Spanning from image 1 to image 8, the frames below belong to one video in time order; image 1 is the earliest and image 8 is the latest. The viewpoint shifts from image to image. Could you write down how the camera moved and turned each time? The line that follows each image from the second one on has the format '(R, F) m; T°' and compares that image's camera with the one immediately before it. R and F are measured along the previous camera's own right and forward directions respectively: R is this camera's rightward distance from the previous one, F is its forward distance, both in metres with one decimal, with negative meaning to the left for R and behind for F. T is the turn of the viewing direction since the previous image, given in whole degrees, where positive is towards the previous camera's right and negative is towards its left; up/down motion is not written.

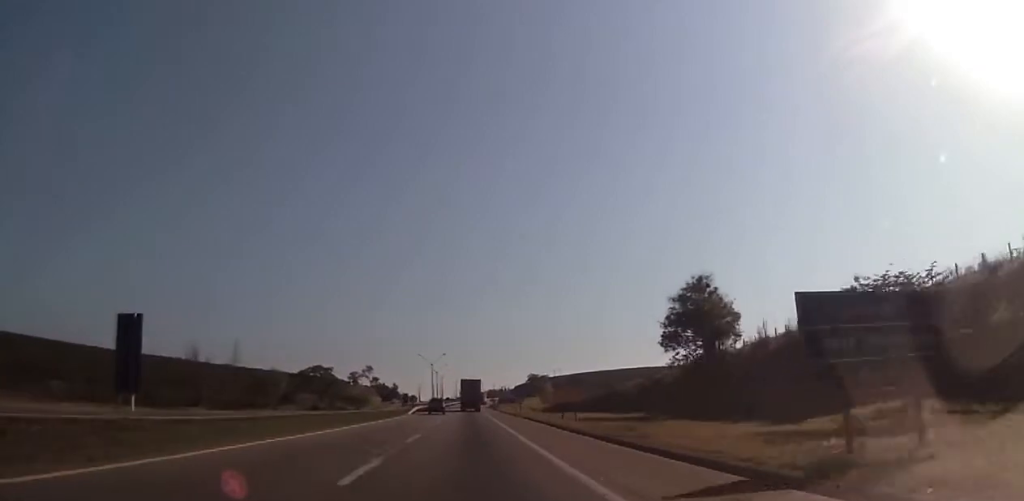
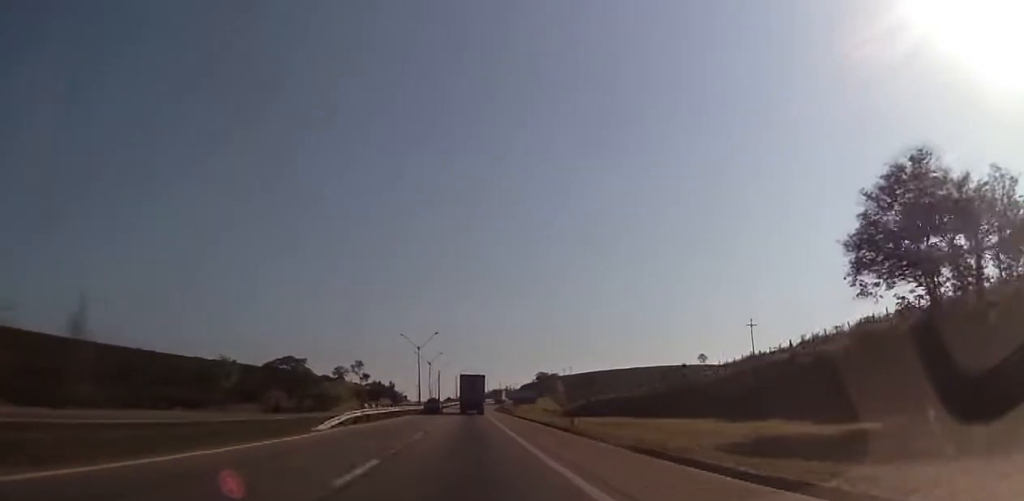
(-0.1, +43.1) m; -1°
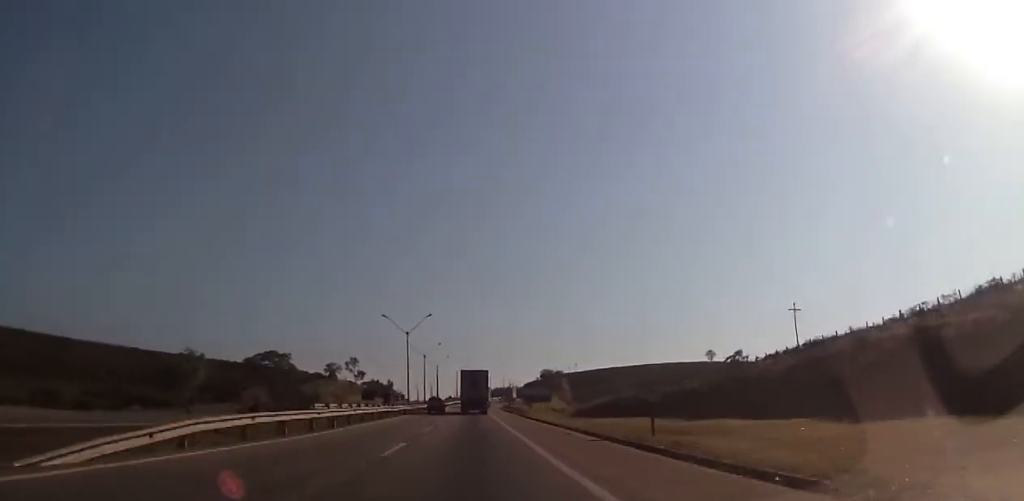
(0.0, +19.6) m; -1°
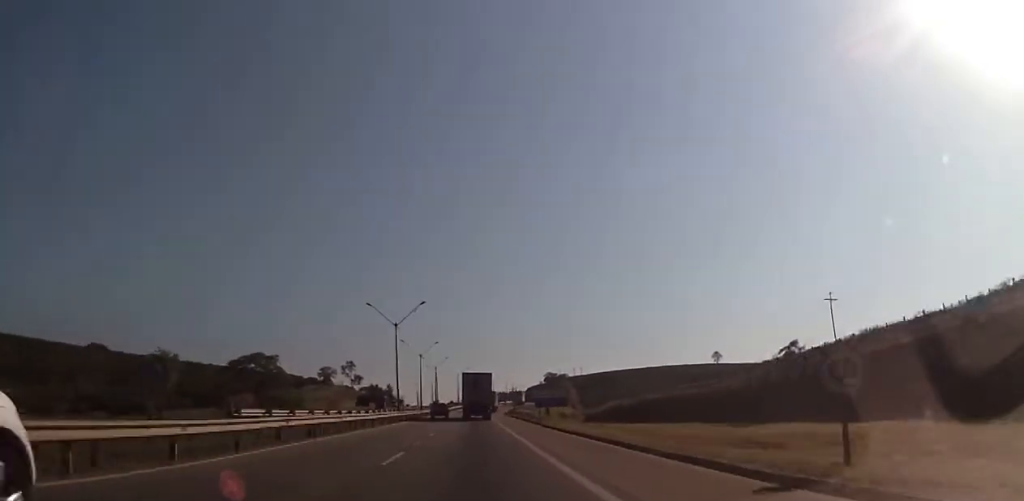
(-0.2, +13.1) m; 0°
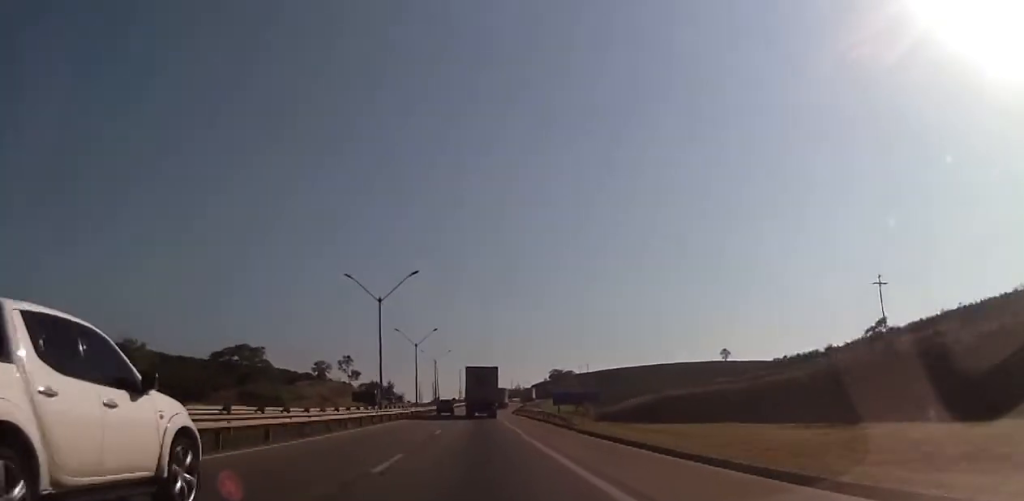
(-0.1, +13.9) m; 0°
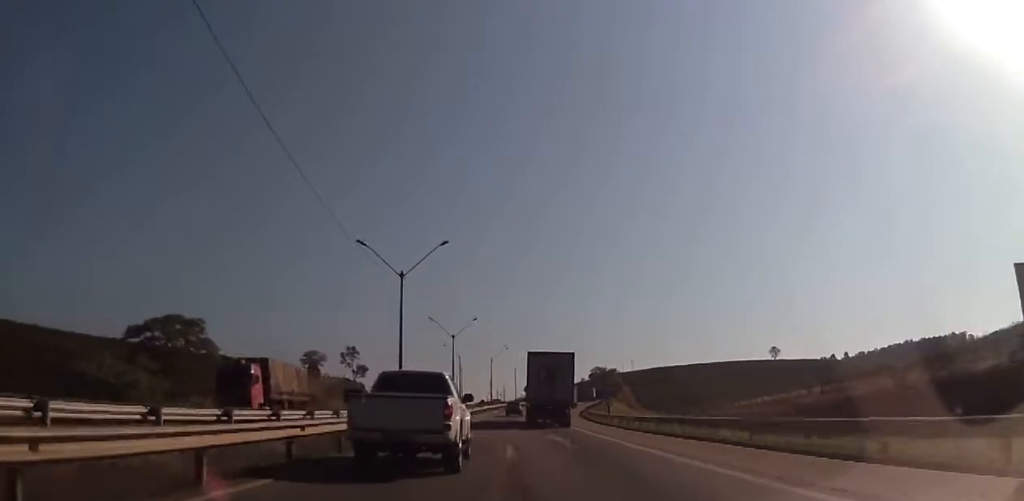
(-0.8, +50.1) m; -1°
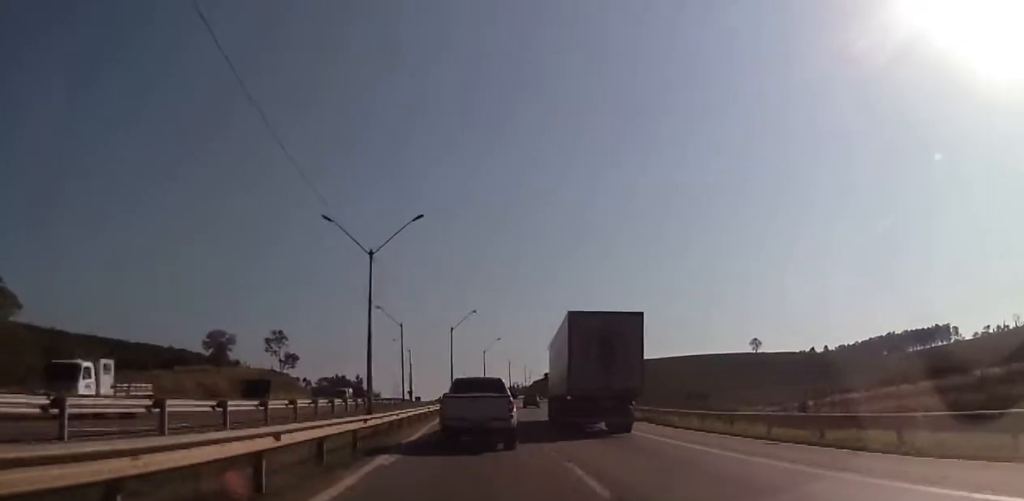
(+0.7, +43.2) m; +1°
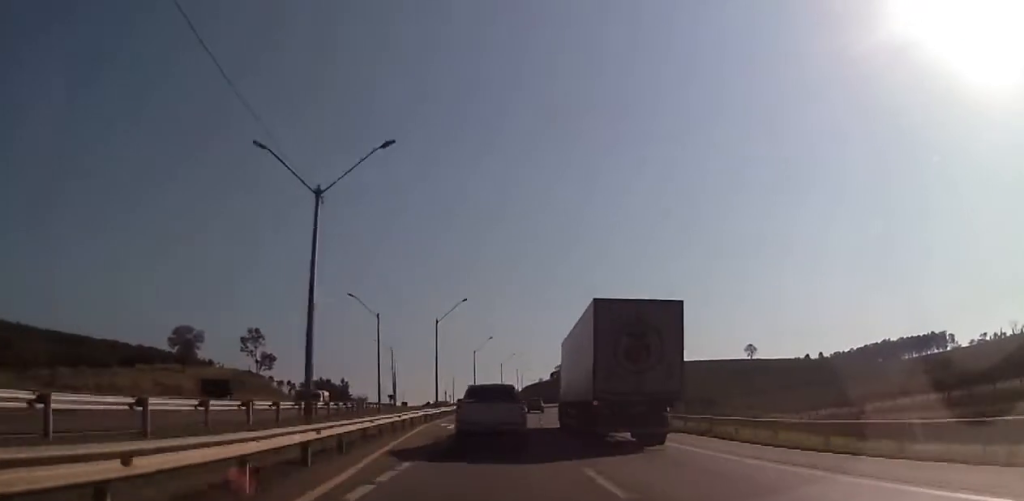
(0.0, +11.6) m; 0°
